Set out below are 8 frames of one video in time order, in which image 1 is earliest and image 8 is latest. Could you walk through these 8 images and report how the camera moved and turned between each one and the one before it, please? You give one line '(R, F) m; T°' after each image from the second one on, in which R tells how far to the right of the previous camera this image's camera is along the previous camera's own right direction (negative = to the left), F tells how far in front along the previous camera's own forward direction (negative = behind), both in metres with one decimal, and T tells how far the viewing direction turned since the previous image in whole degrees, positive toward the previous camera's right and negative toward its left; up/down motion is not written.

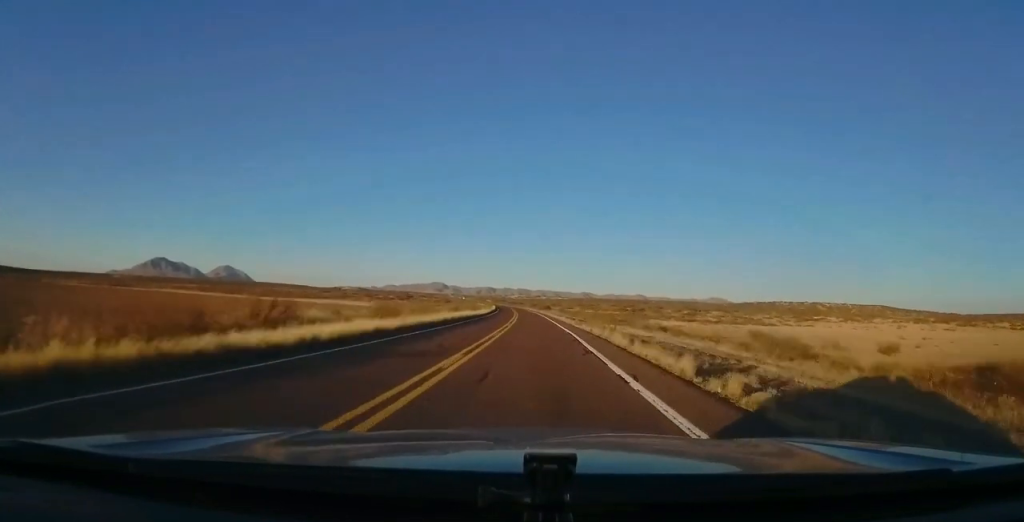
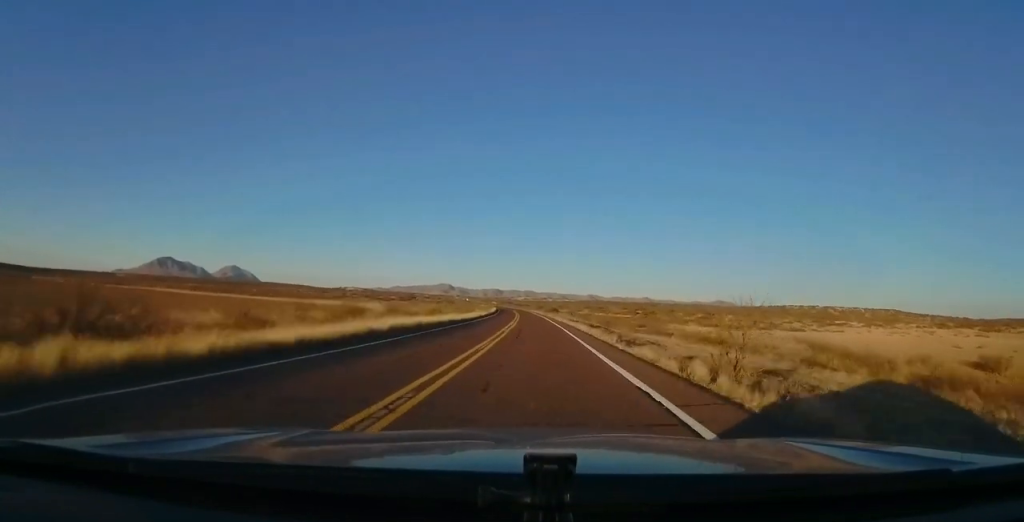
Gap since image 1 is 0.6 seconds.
(-0.2, +18.3) m; 0°
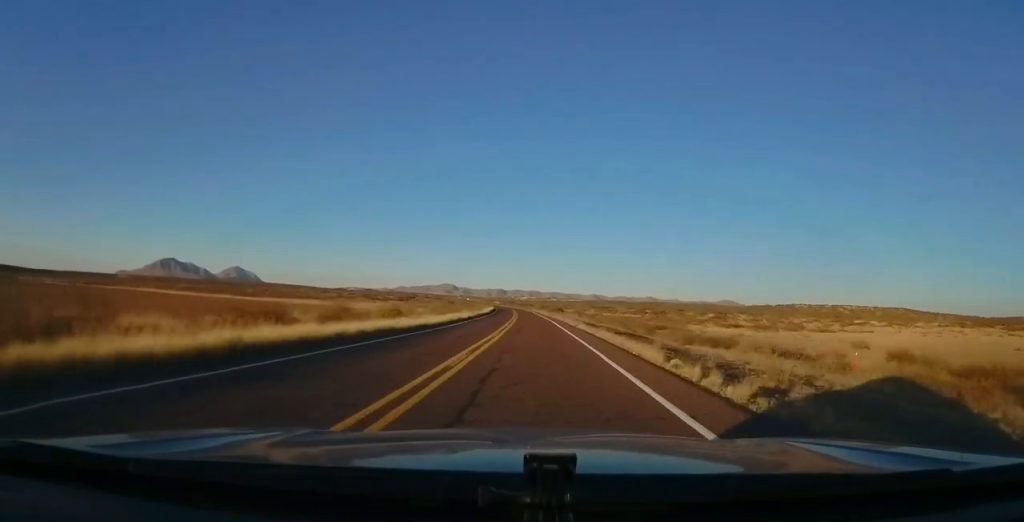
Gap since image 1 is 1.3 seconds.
(+0.2, +18.4) m; 0°
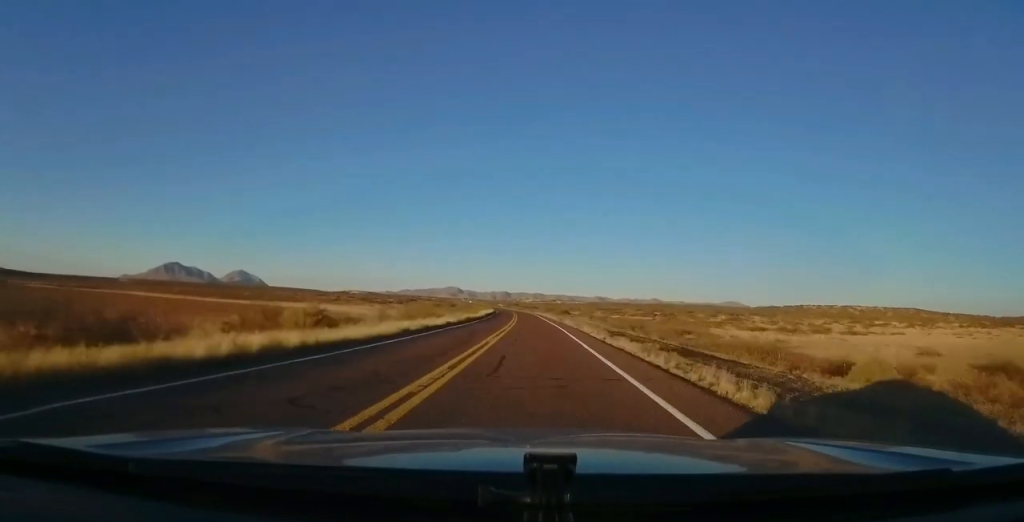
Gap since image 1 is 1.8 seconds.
(+0.1, +15.5) m; -1°
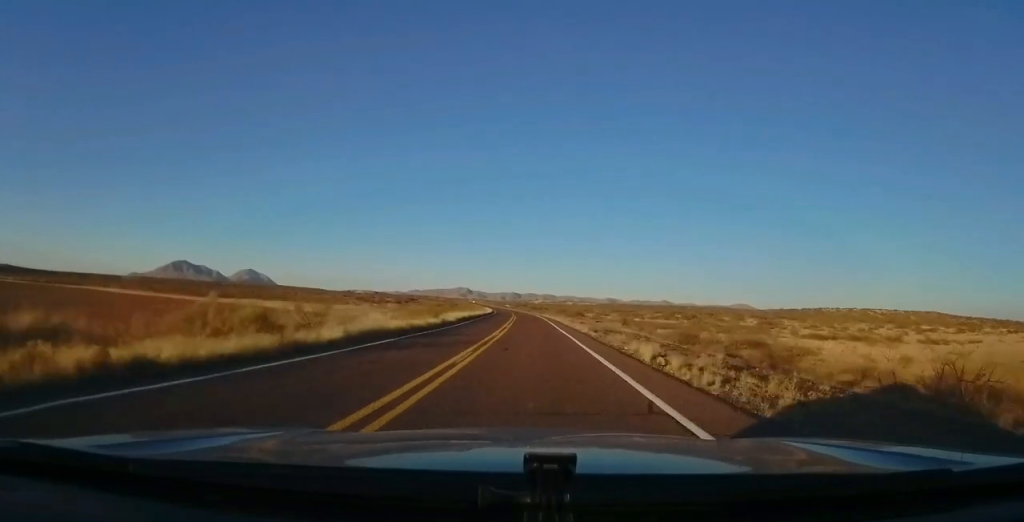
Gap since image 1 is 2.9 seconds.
(-0.8, +33.0) m; -2°
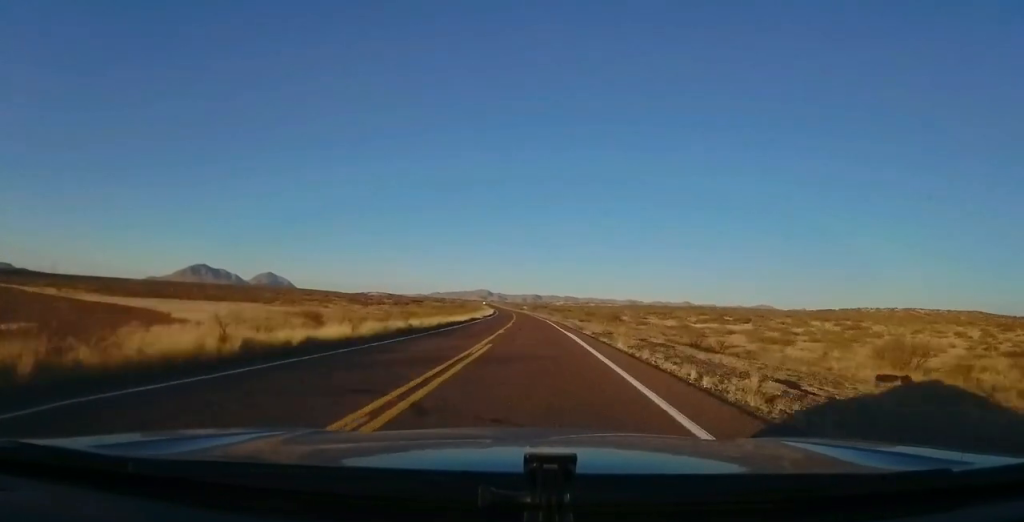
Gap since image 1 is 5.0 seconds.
(-0.6, +59.2) m; -1°
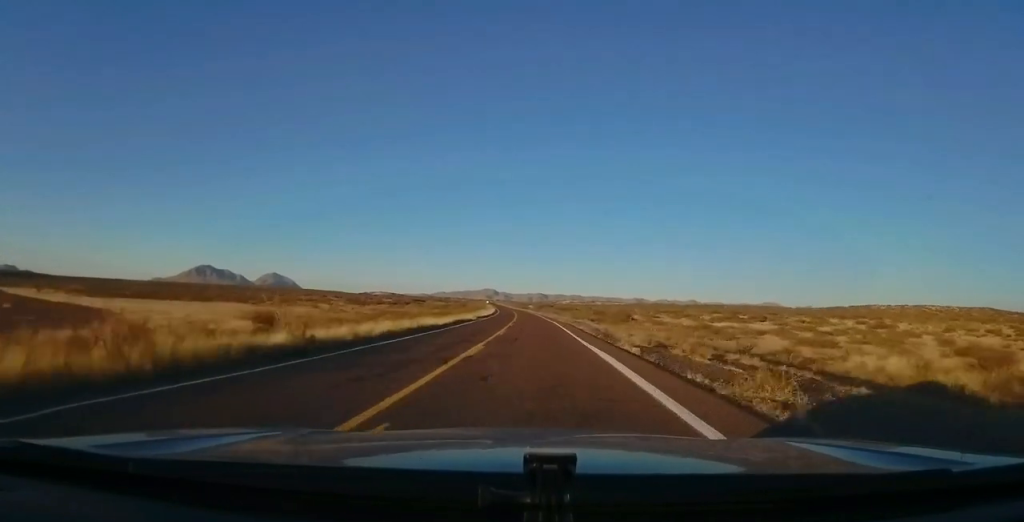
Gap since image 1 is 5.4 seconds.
(+0.1, +13.6) m; -1°
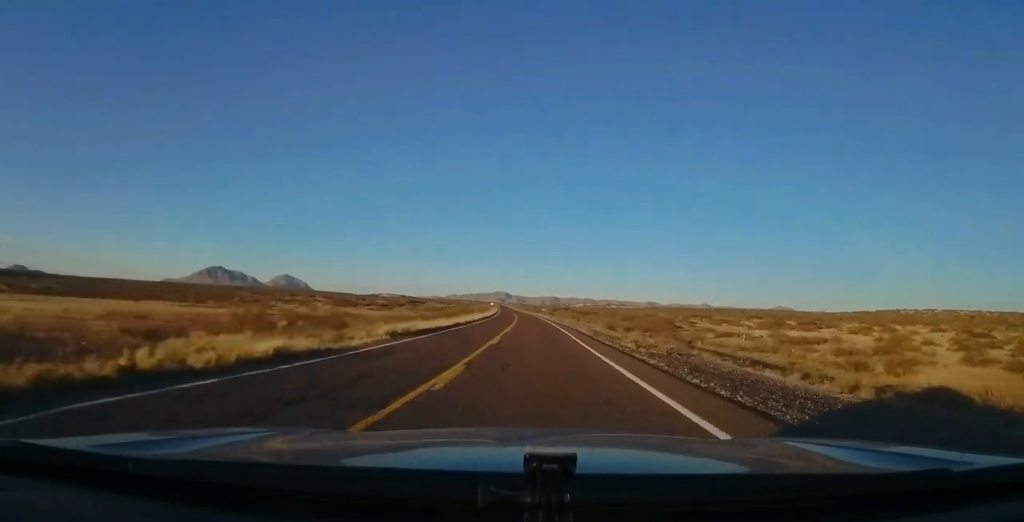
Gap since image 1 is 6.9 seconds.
(-0.9, +41.7) m; -2°
